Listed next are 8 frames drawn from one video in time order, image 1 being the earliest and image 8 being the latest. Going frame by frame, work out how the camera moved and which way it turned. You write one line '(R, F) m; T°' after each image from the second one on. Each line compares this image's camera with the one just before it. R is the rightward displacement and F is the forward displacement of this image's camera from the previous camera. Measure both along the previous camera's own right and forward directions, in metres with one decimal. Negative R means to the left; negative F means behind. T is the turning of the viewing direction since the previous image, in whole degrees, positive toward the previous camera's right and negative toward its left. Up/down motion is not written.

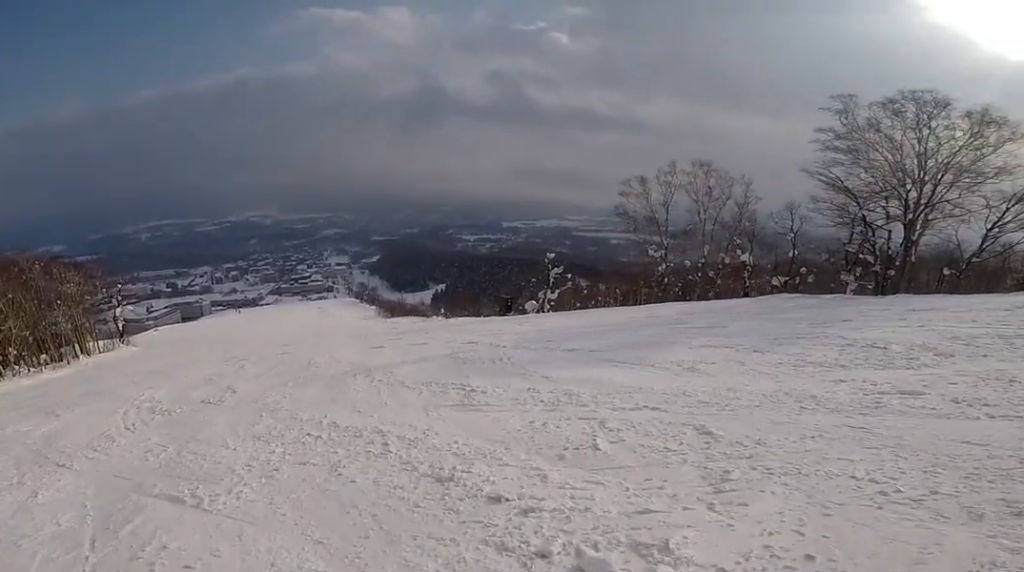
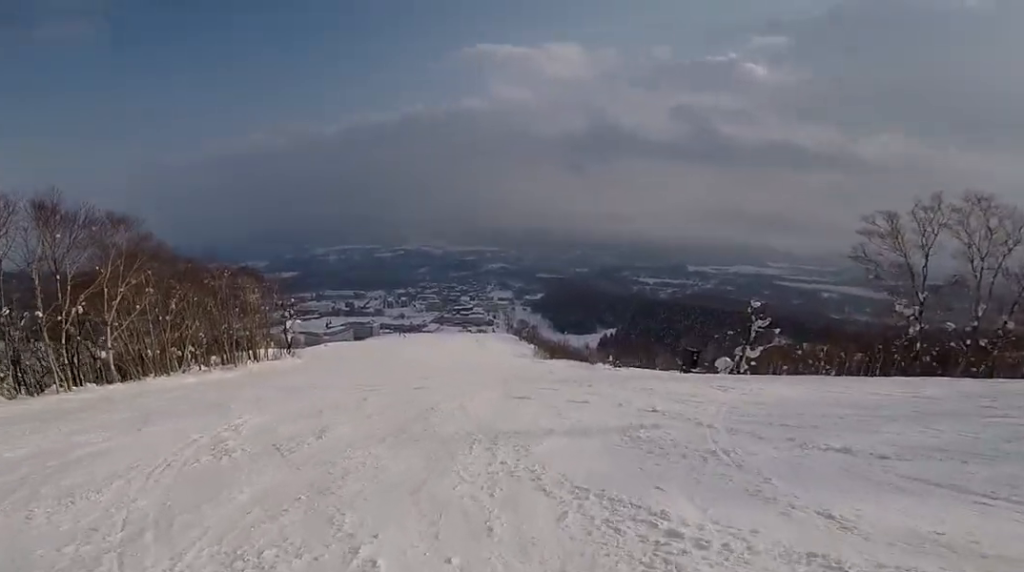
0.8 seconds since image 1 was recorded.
(+0.1, +3.7) m; -7°
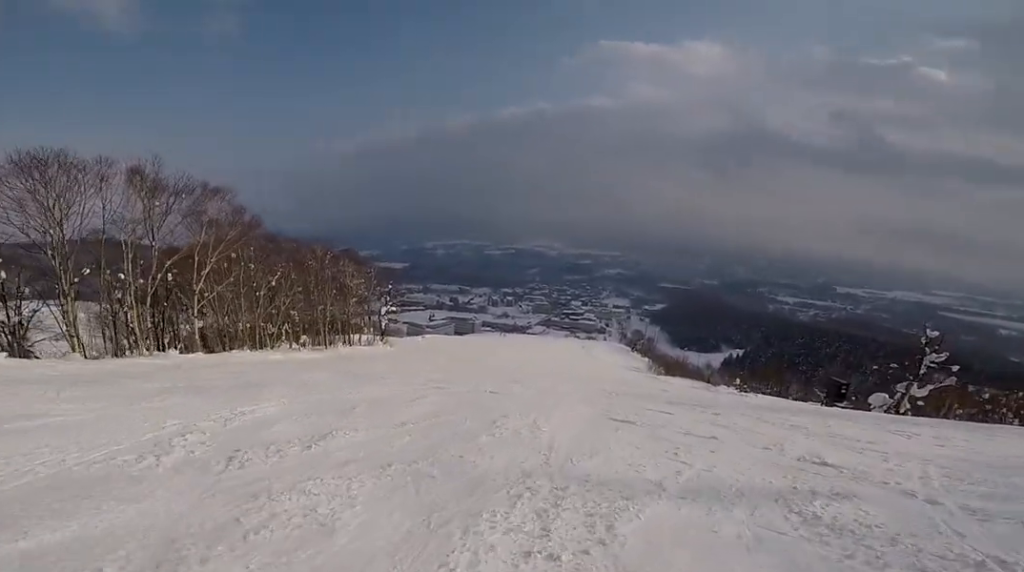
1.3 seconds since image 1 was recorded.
(+0.1, +2.9) m; -9°
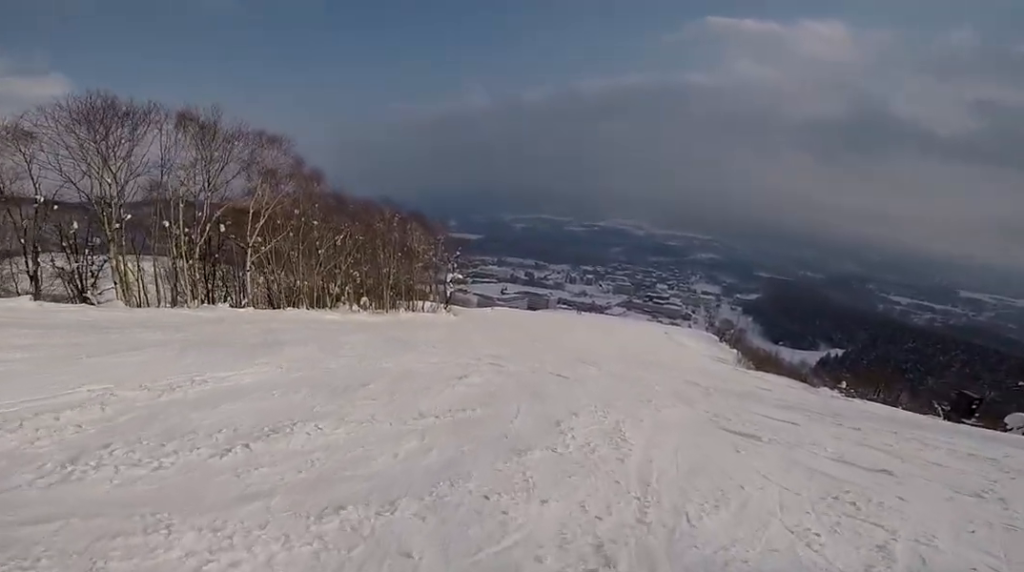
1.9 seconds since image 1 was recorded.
(-0.7, +2.7) m; -6°
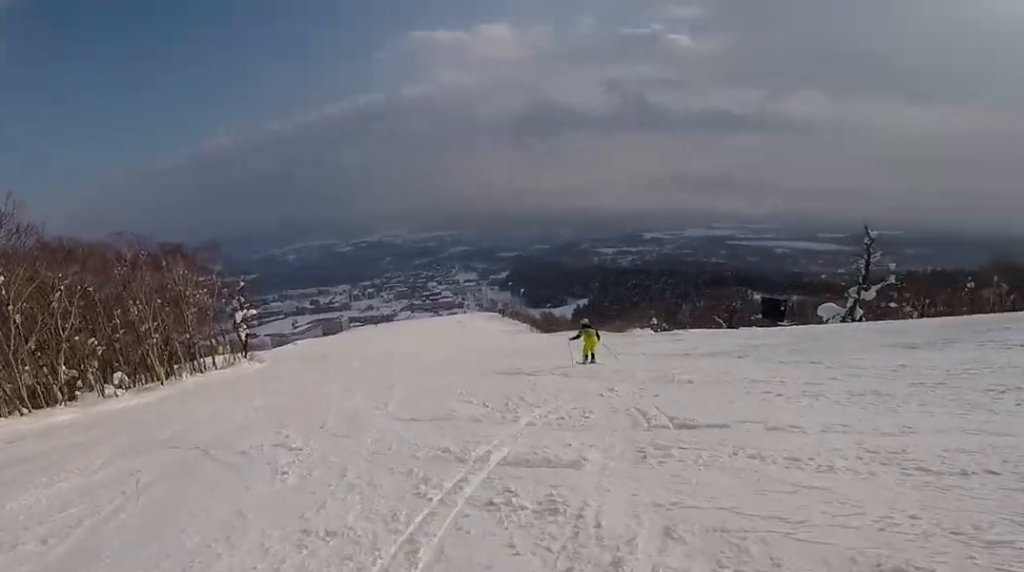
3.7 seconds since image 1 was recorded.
(+1.5, +10.1) m; +23°
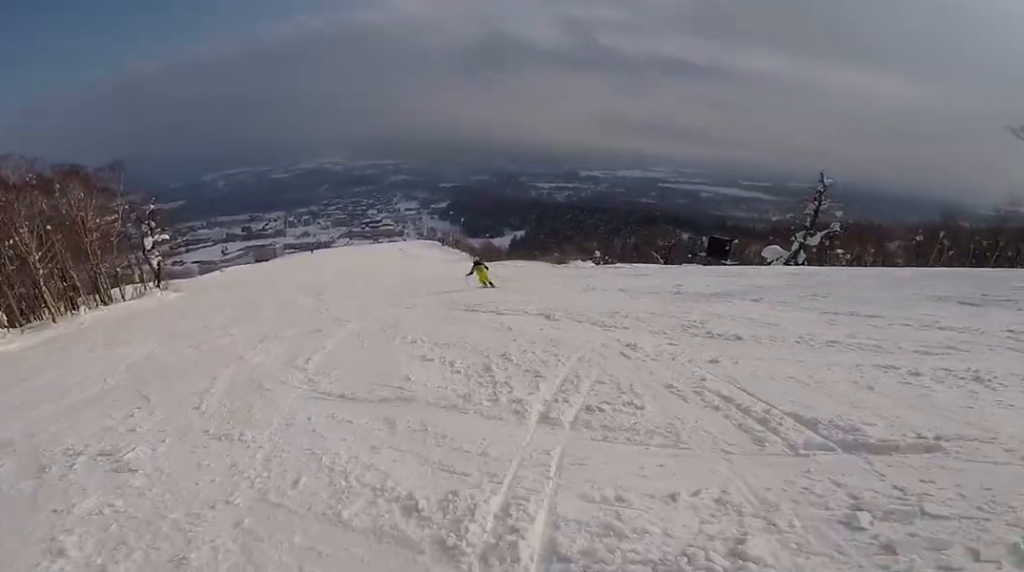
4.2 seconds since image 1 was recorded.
(+0.4, +3.1) m; +5°
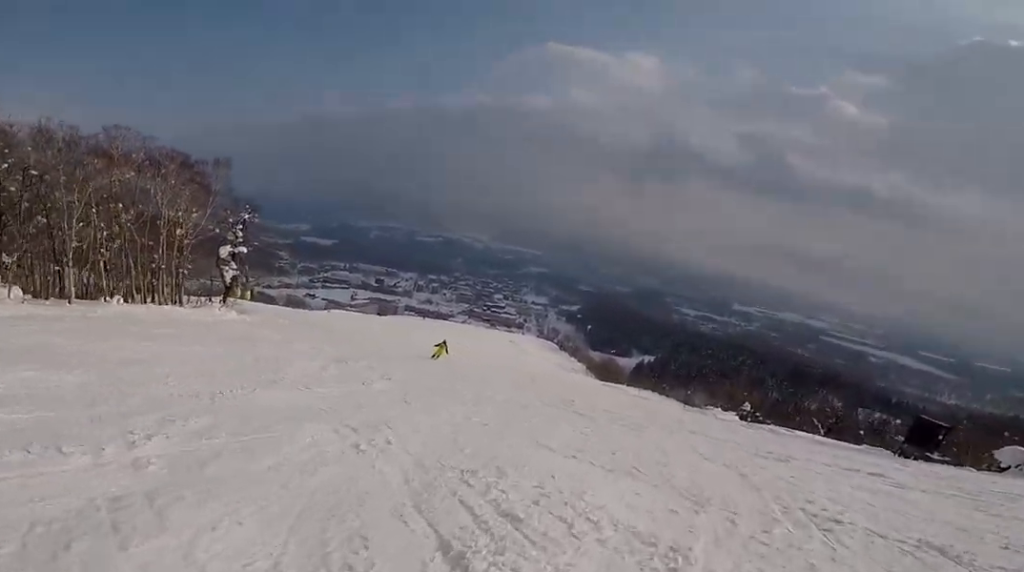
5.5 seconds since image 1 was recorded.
(-1.6, +7.8) m; -26°
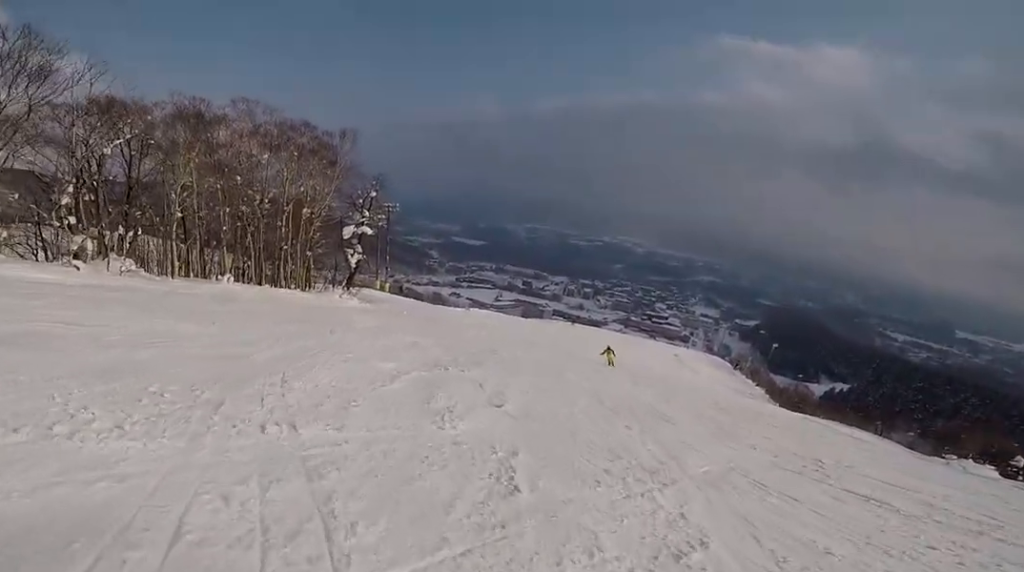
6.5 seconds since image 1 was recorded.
(-1.1, +5.5) m; -12°
